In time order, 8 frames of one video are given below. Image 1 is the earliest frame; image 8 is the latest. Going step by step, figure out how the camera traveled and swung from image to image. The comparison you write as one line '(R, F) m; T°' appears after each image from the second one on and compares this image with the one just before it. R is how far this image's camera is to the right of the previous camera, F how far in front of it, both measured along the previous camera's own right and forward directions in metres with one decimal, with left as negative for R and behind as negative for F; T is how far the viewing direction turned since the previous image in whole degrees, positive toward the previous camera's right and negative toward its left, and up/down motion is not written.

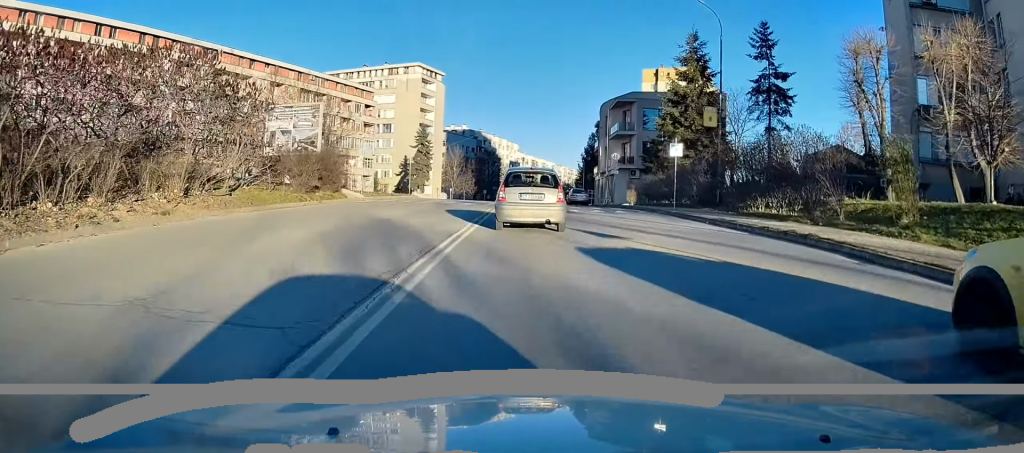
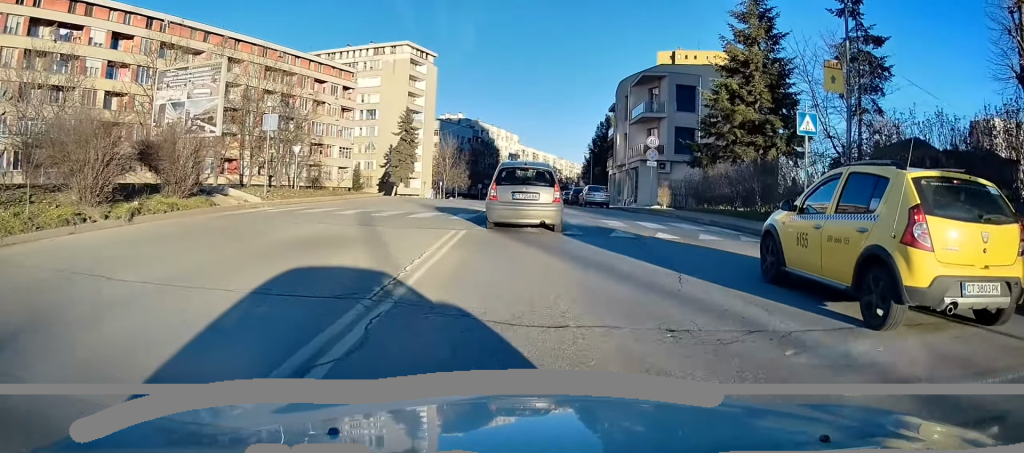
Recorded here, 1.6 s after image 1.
(-0.2, +14.3) m; 0°
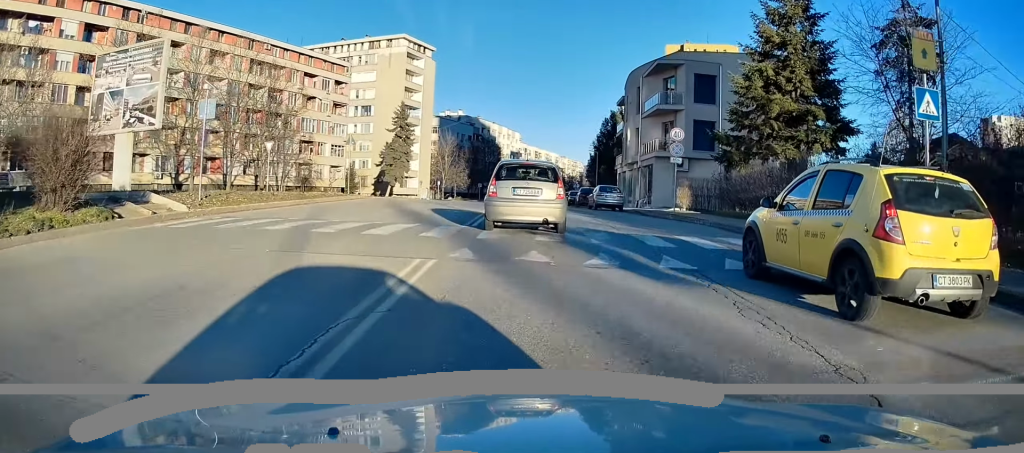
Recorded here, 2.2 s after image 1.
(0.0, +5.0) m; +1°
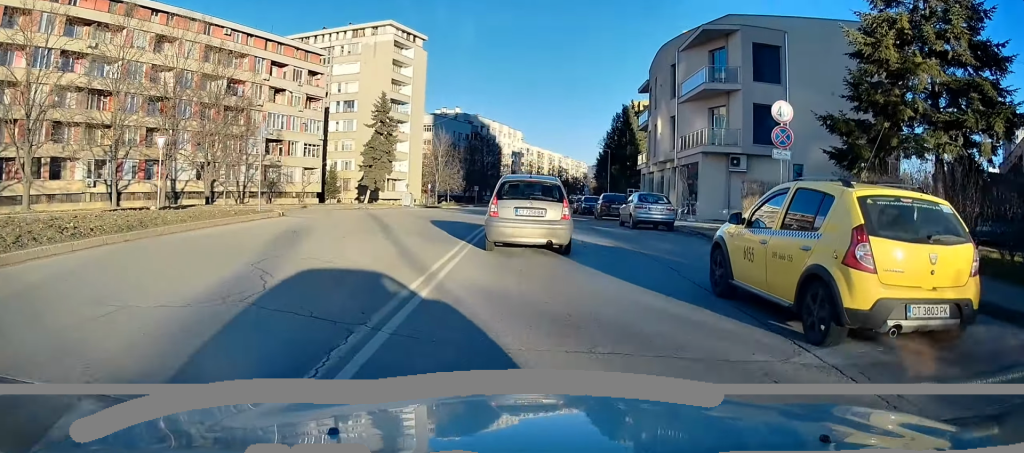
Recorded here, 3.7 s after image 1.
(+0.5, +12.2) m; +4°
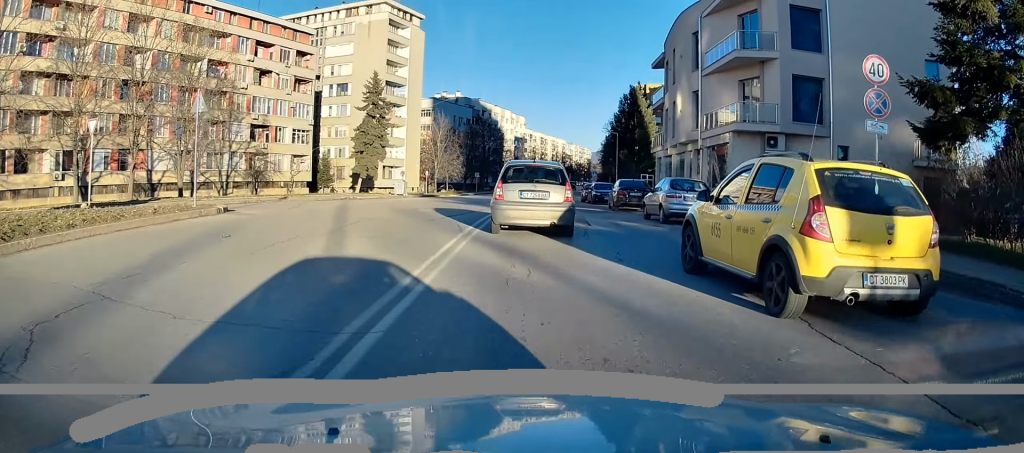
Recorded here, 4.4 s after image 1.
(0.0, +5.1) m; 0°
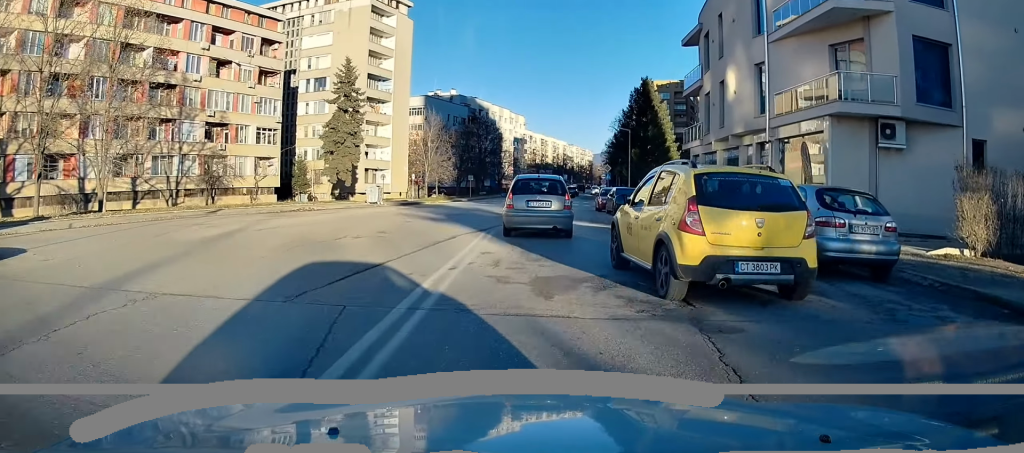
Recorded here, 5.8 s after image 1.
(-0.1, +10.2) m; -1°
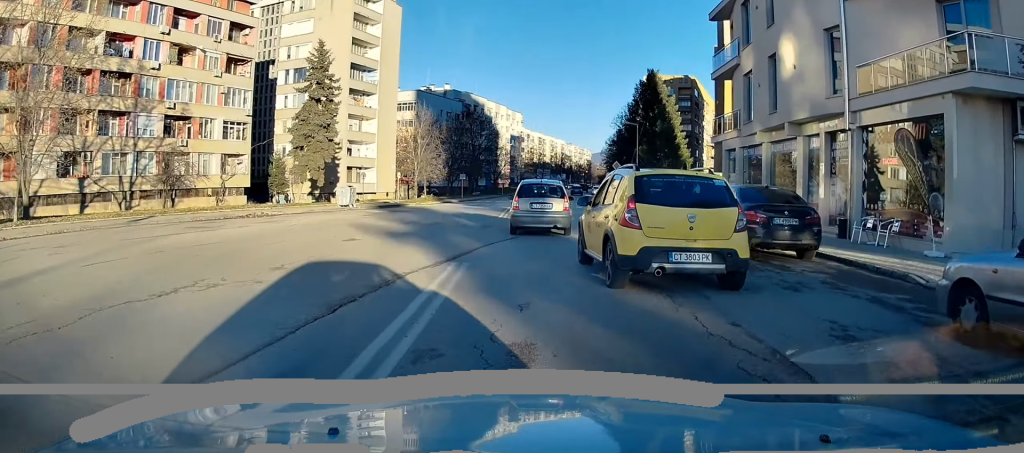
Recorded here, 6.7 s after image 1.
(0.0, +6.4) m; -4°
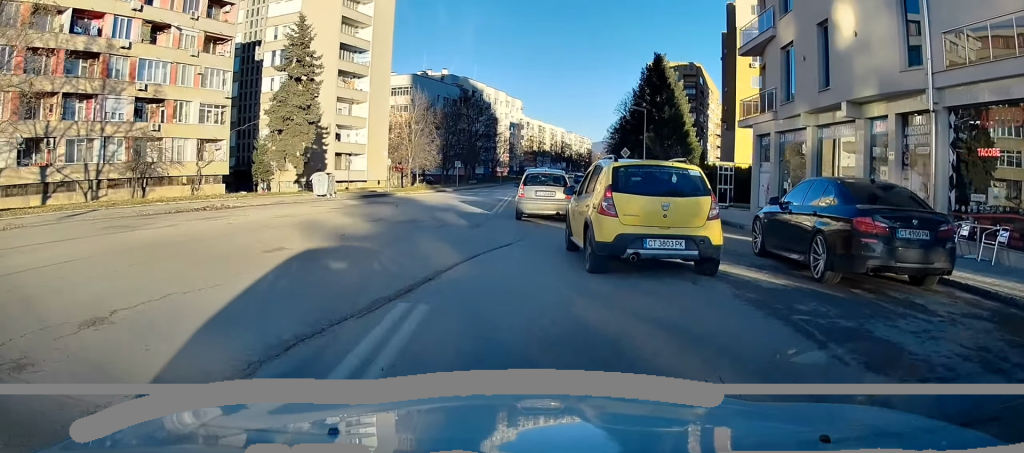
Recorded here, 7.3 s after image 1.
(-0.2, +4.1) m; -1°
